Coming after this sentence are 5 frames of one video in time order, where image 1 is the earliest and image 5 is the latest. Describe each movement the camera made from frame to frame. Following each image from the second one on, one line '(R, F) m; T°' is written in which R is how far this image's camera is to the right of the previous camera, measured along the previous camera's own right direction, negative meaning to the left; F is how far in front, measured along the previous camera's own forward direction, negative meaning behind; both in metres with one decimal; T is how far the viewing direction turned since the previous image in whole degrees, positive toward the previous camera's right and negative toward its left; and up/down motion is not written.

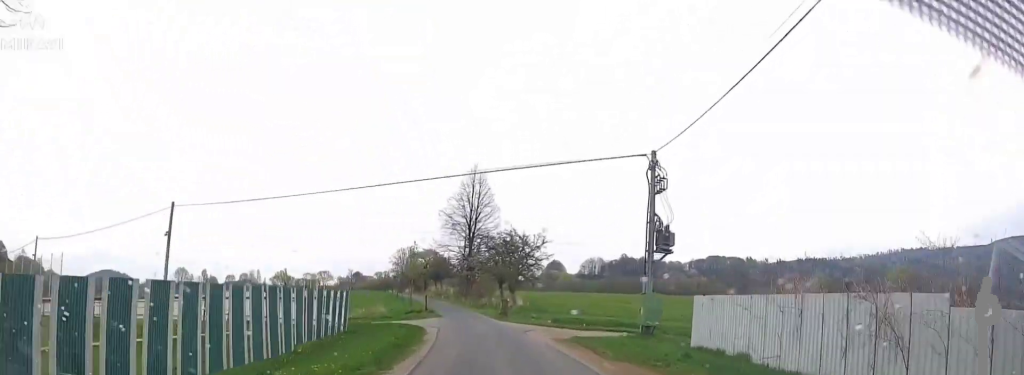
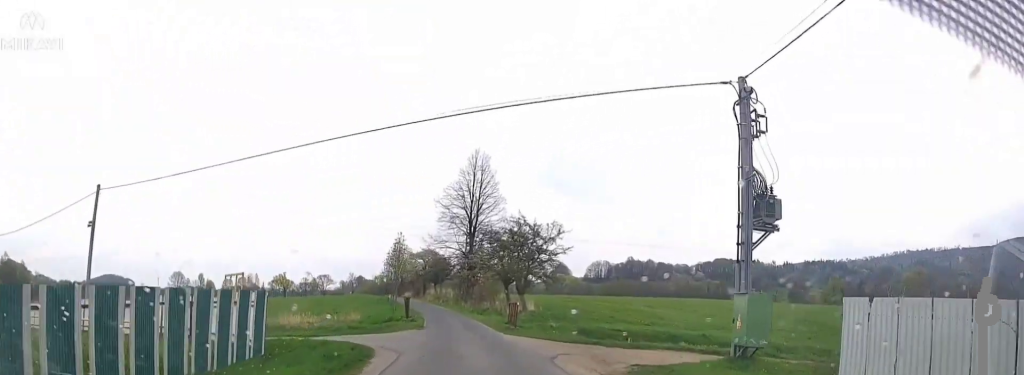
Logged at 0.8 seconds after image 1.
(+0.1, +10.9) m; -1°
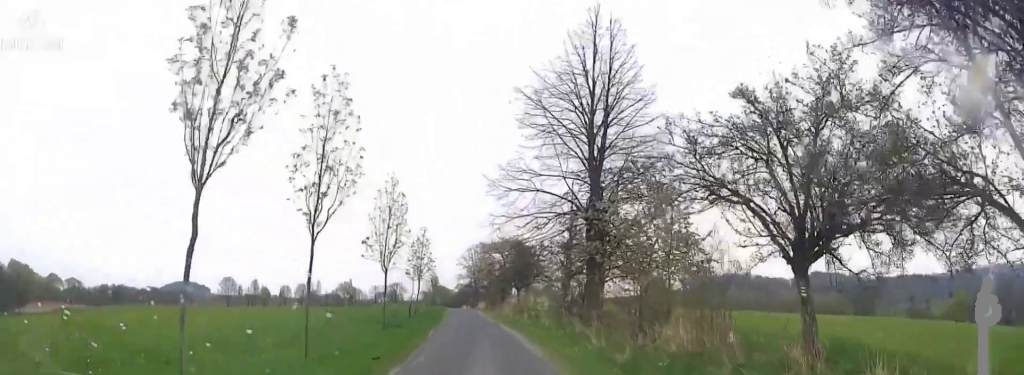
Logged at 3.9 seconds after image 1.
(-2.5, +40.1) m; -9°
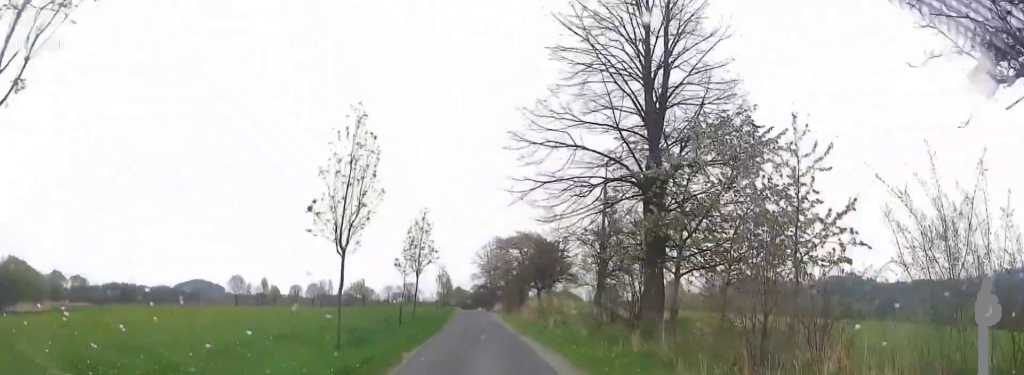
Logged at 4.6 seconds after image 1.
(-0.3, +8.9) m; 0°
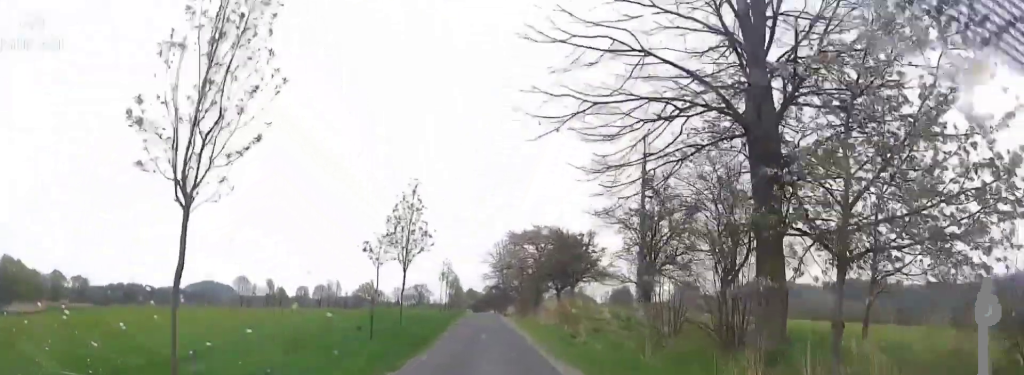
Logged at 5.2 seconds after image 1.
(0.0, +7.7) m; 0°
